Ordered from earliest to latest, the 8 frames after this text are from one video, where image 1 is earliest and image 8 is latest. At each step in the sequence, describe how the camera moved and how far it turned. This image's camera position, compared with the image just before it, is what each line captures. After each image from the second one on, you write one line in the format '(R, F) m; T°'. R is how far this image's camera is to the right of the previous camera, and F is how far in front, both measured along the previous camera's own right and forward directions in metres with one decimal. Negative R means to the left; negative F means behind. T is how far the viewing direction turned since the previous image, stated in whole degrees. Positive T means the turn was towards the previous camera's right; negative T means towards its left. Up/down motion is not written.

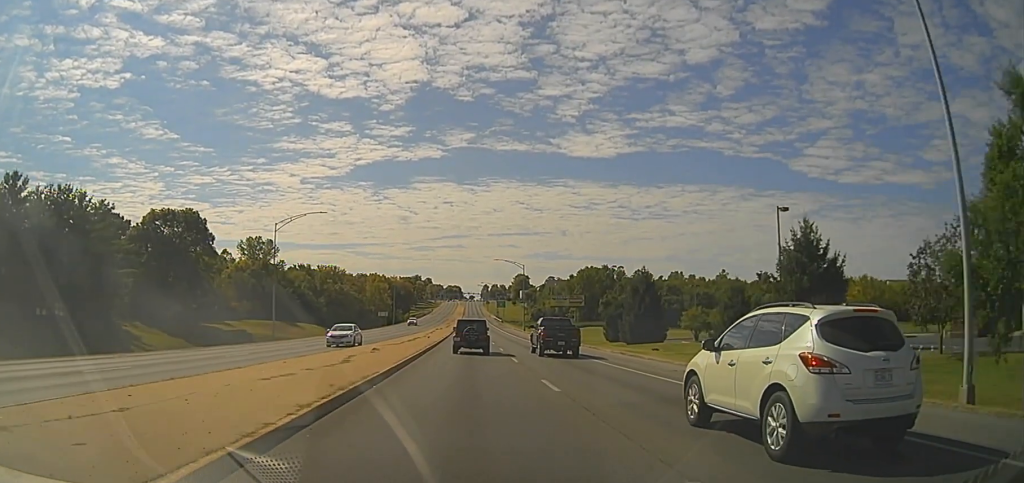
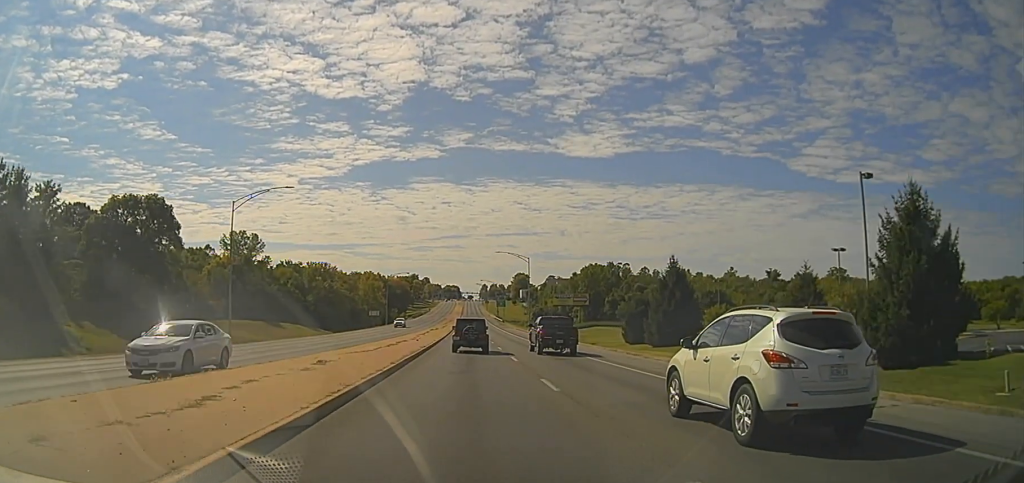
(0.0, +12.2) m; 0°
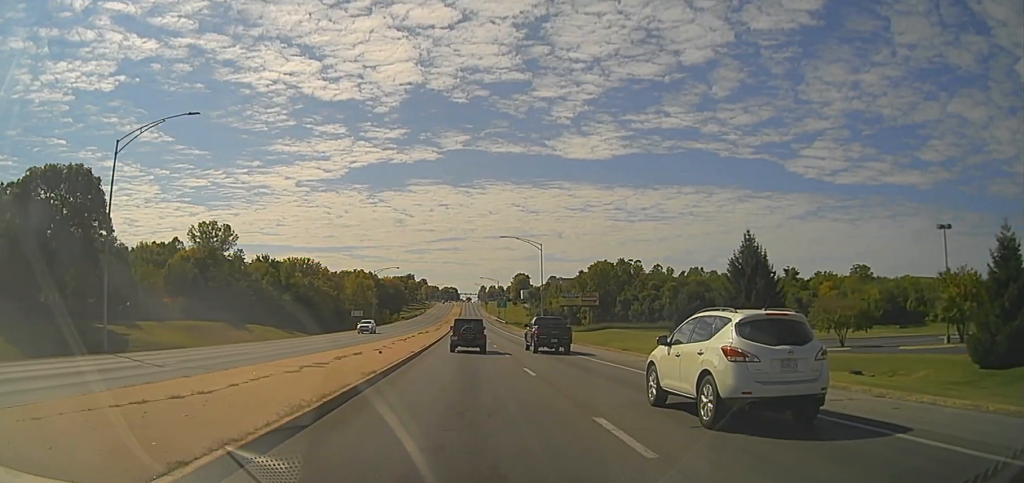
(-0.1, +20.0) m; -1°
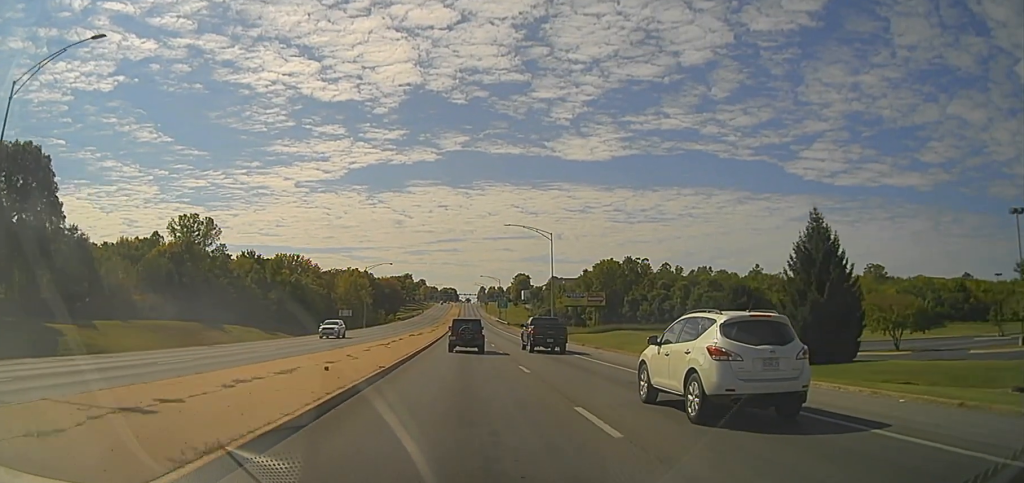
(-0.2, +10.9) m; 0°
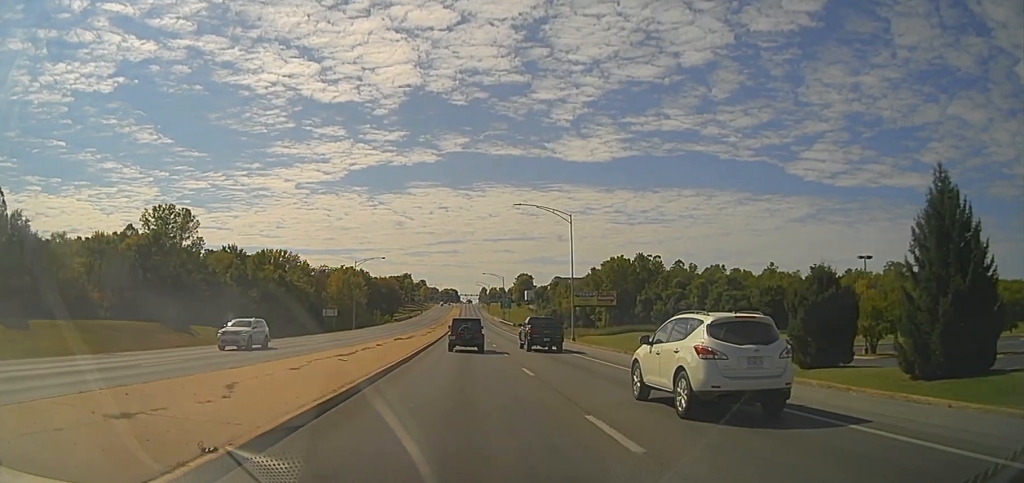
(+0.1, +13.3) m; 0°
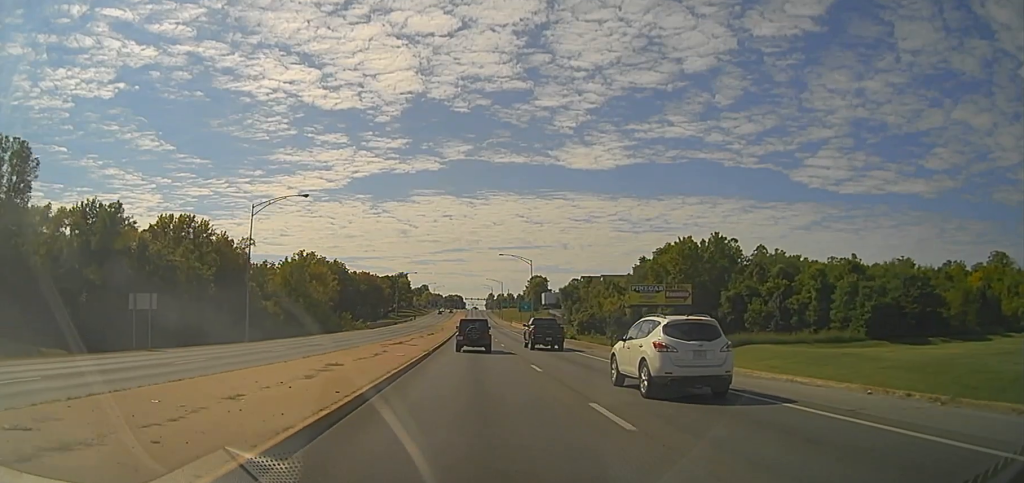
(+0.3, +58.1) m; +1°
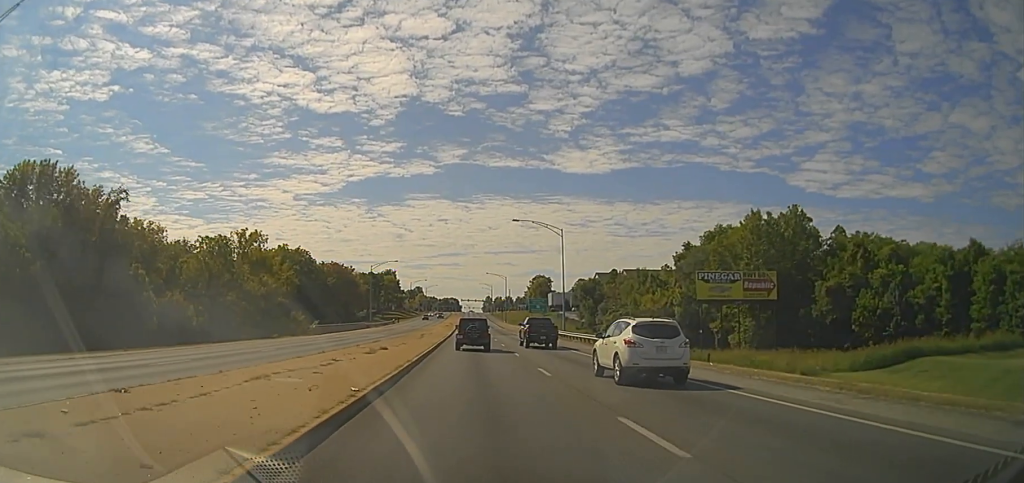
(-0.7, +38.3) m; -1°
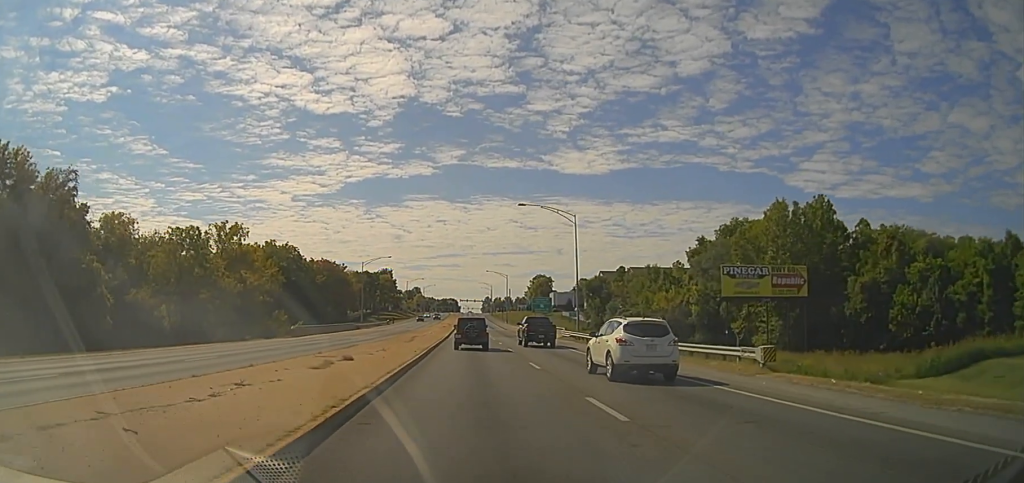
(+0.1, +9.3) m; 0°
